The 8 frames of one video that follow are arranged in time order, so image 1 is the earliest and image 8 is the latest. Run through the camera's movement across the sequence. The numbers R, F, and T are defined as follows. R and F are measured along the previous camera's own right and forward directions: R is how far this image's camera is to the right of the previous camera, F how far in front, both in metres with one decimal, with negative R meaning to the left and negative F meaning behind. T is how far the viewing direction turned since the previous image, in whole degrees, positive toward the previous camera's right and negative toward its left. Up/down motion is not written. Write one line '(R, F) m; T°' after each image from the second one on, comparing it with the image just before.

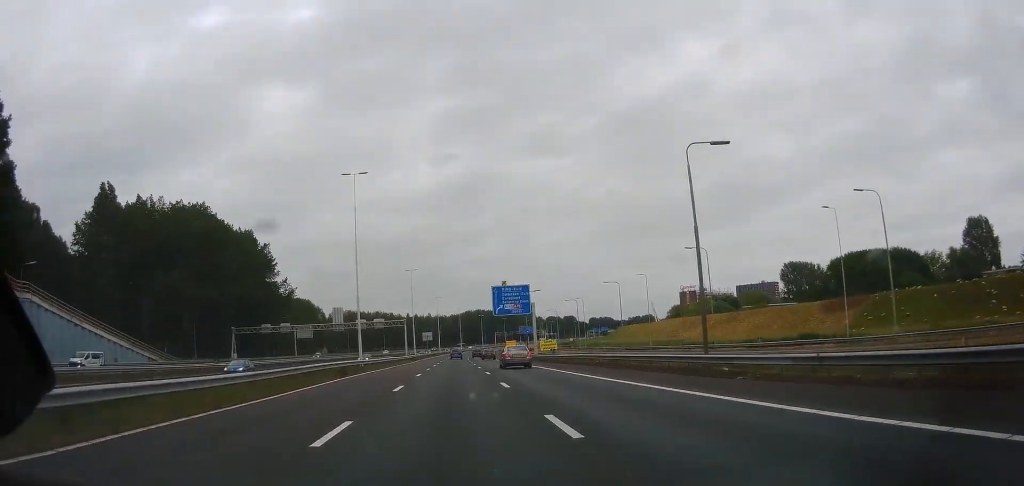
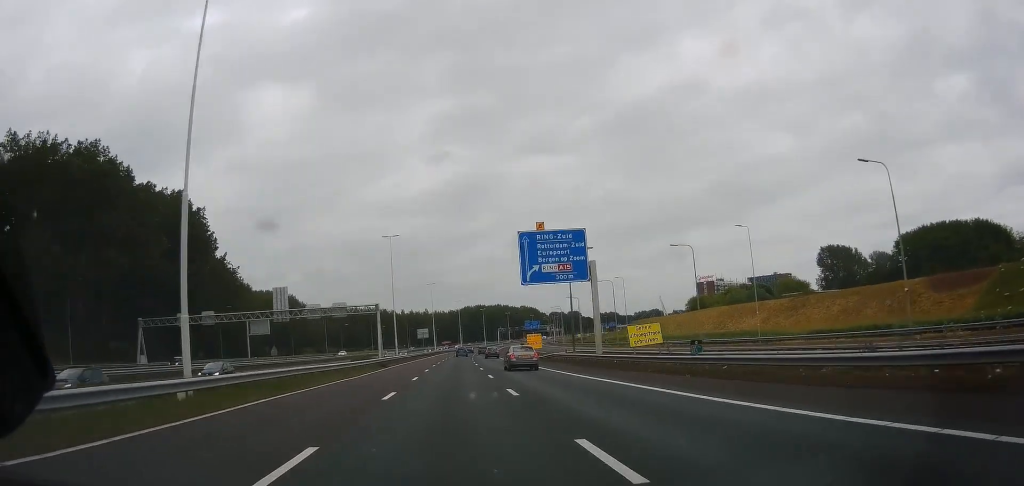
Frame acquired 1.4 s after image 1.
(0.0, +39.4) m; 0°
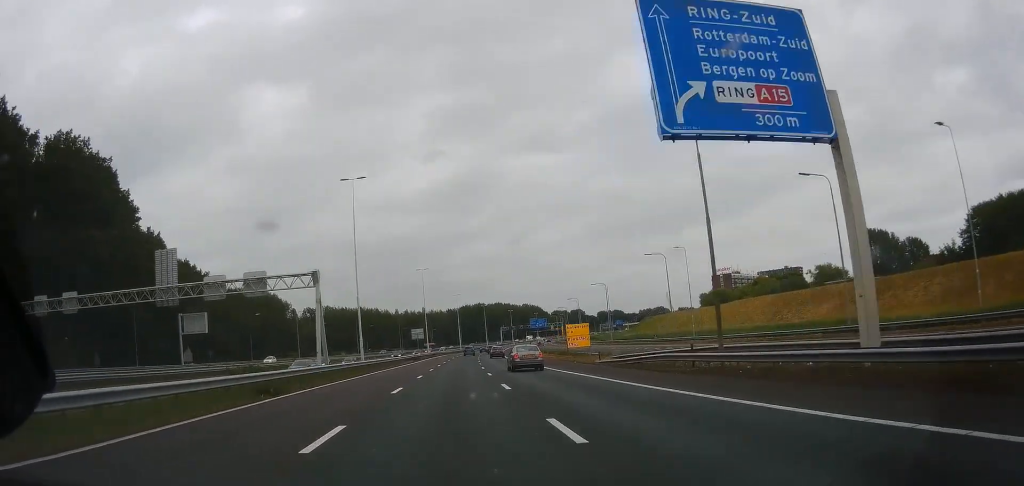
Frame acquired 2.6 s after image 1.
(-0.2, +33.9) m; 0°
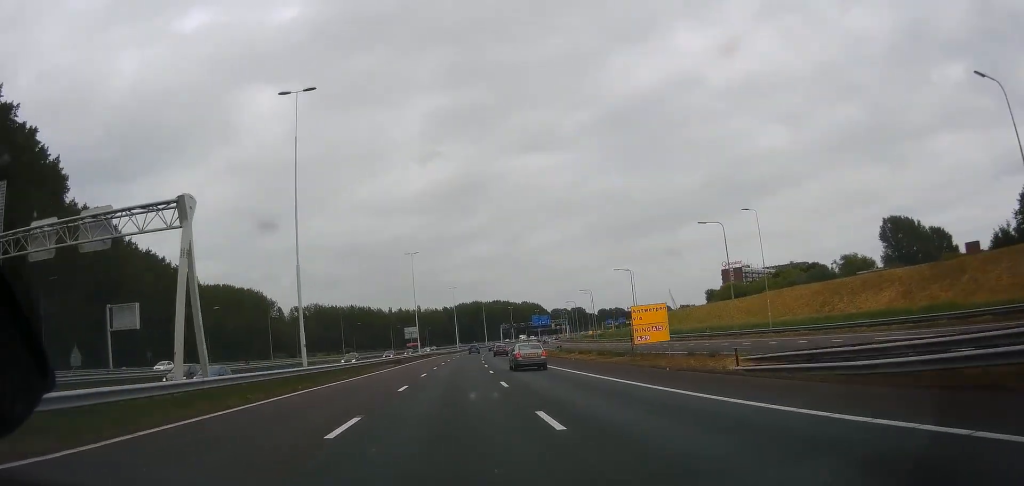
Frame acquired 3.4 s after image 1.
(+0.2, +22.5) m; 0°
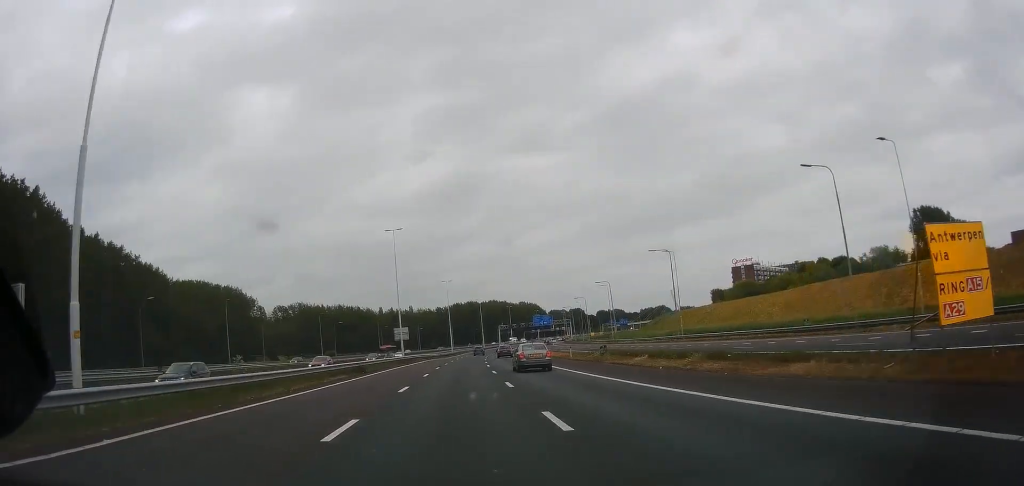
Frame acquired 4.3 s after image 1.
(0.0, +24.5) m; 0°
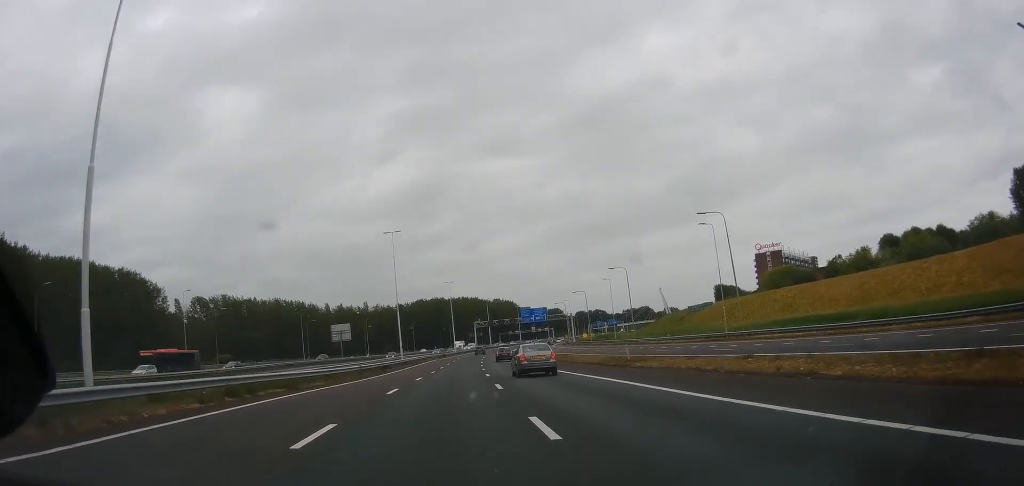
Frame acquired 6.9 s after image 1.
(+1.2, +71.7) m; +2°
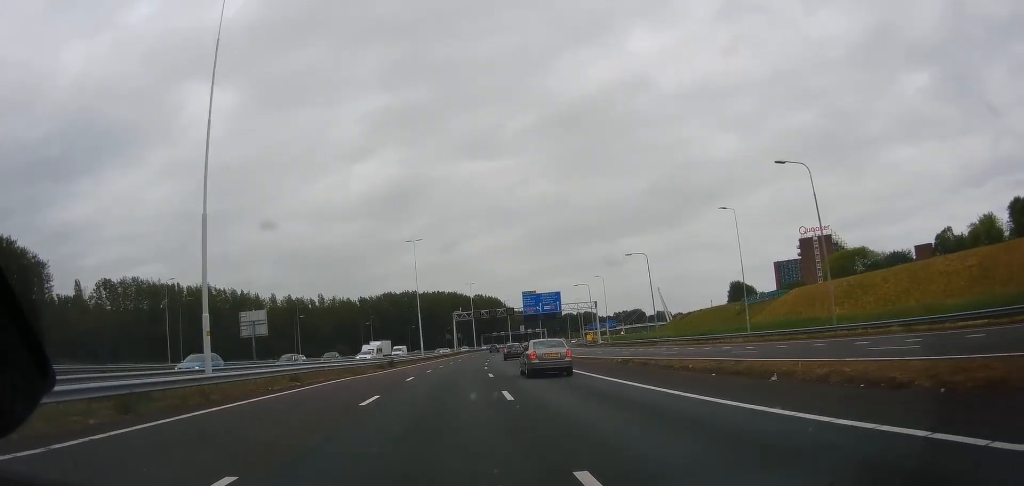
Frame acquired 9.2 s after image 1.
(+1.1, +60.7) m; +2°
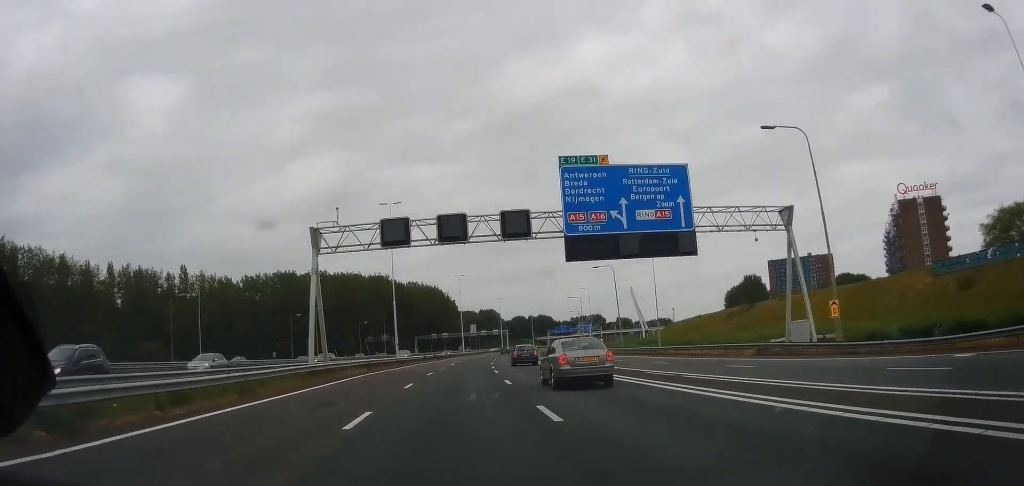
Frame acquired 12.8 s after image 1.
(+2.6, +85.9) m; +5°
